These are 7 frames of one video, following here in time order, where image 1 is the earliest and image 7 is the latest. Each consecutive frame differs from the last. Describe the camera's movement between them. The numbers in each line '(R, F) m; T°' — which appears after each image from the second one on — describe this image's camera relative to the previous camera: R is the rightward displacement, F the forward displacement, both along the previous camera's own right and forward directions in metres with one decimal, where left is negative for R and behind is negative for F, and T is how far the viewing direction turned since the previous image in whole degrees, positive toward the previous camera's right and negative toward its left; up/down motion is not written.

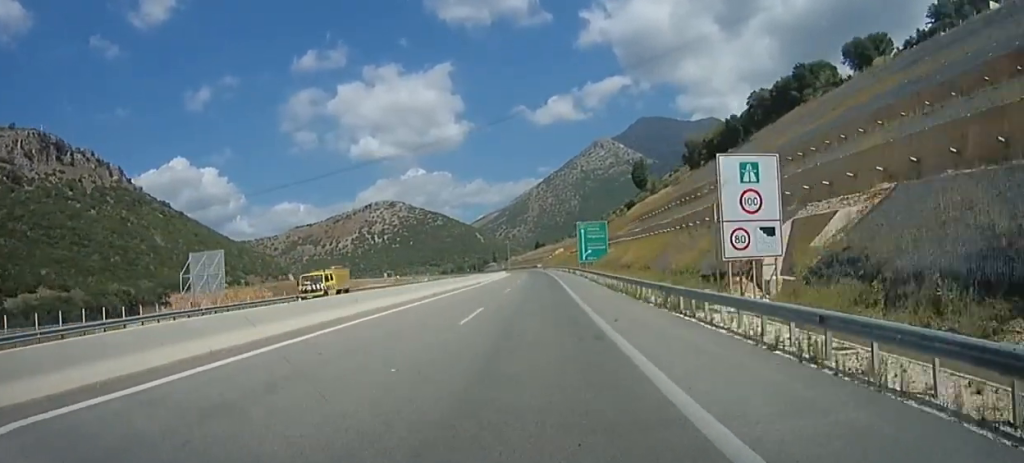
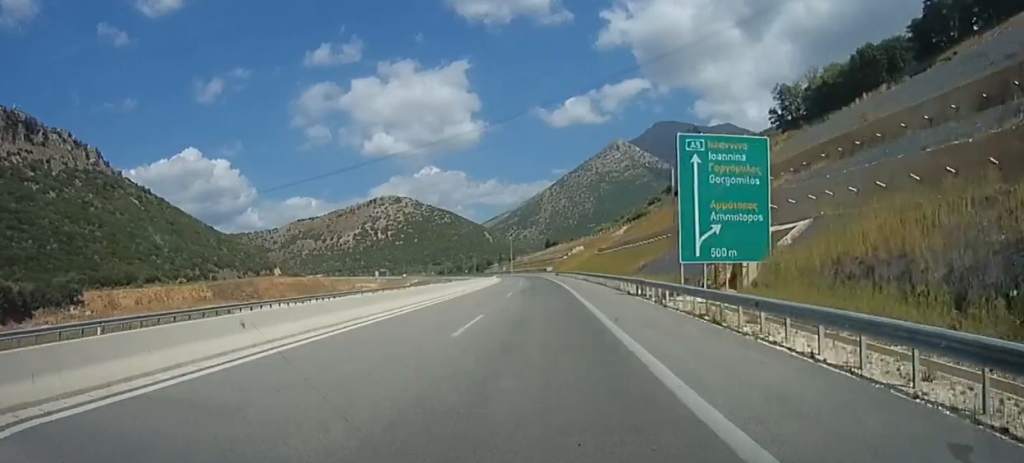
(-0.4, +56.4) m; -1°
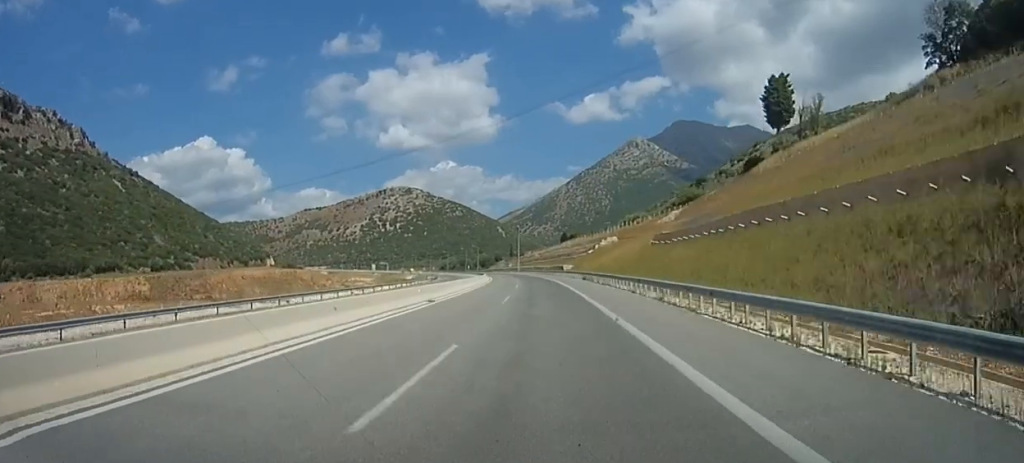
(-0.3, +43.5) m; -1°
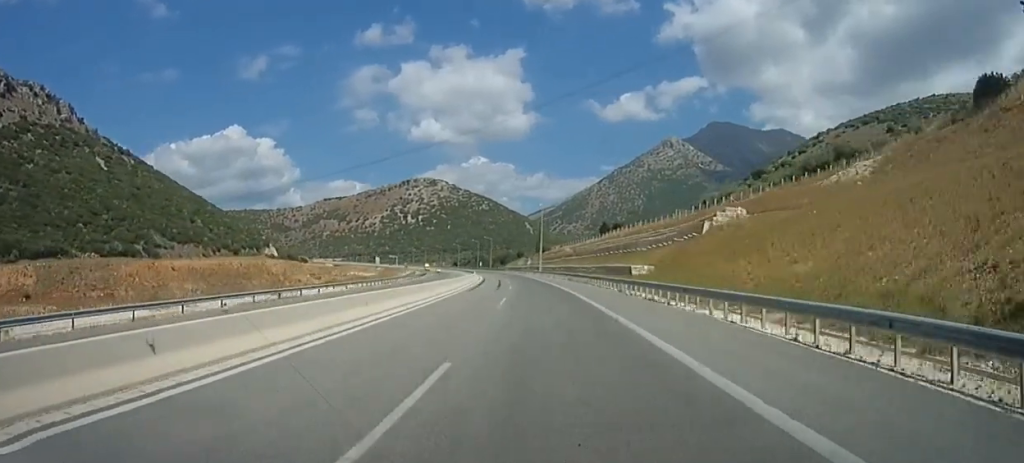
(-0.8, +57.4) m; -3°
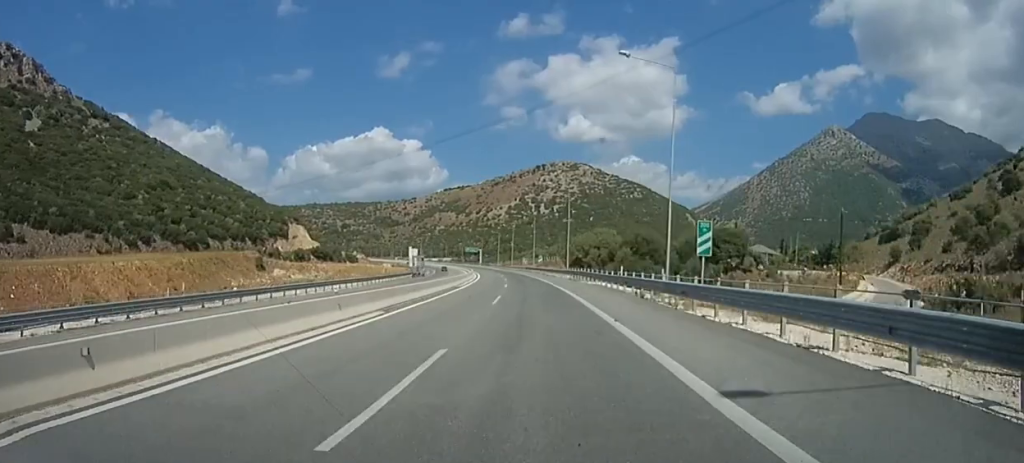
(-28.6, +196.3) m; -17°
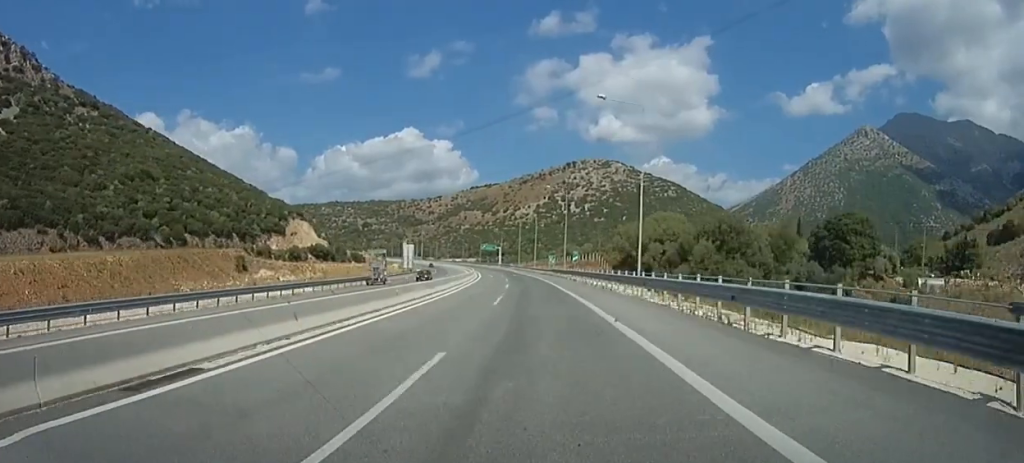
(-1.4, +37.7) m; -3°
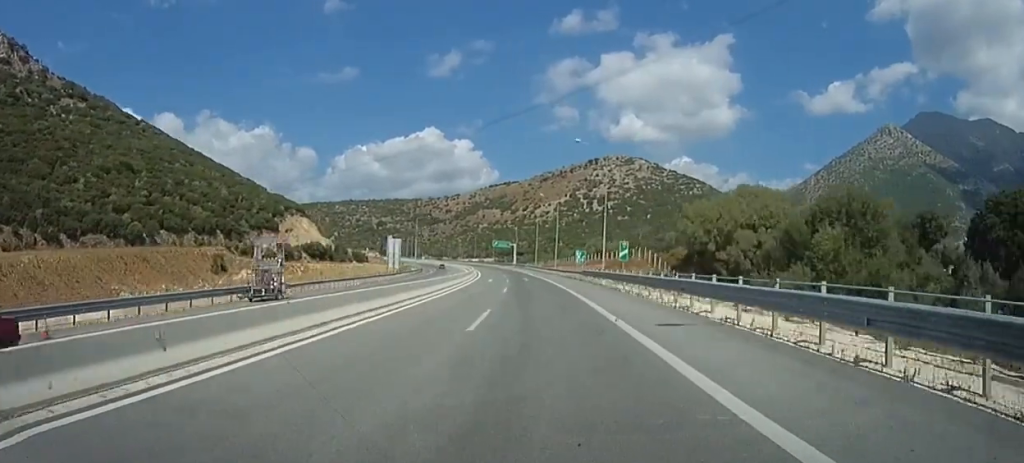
(-0.3, +28.3) m; -2°
